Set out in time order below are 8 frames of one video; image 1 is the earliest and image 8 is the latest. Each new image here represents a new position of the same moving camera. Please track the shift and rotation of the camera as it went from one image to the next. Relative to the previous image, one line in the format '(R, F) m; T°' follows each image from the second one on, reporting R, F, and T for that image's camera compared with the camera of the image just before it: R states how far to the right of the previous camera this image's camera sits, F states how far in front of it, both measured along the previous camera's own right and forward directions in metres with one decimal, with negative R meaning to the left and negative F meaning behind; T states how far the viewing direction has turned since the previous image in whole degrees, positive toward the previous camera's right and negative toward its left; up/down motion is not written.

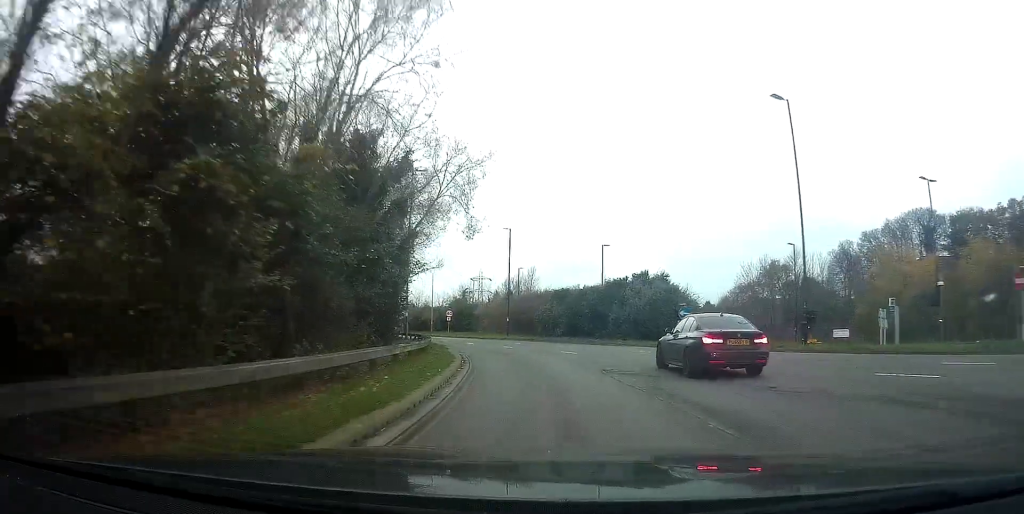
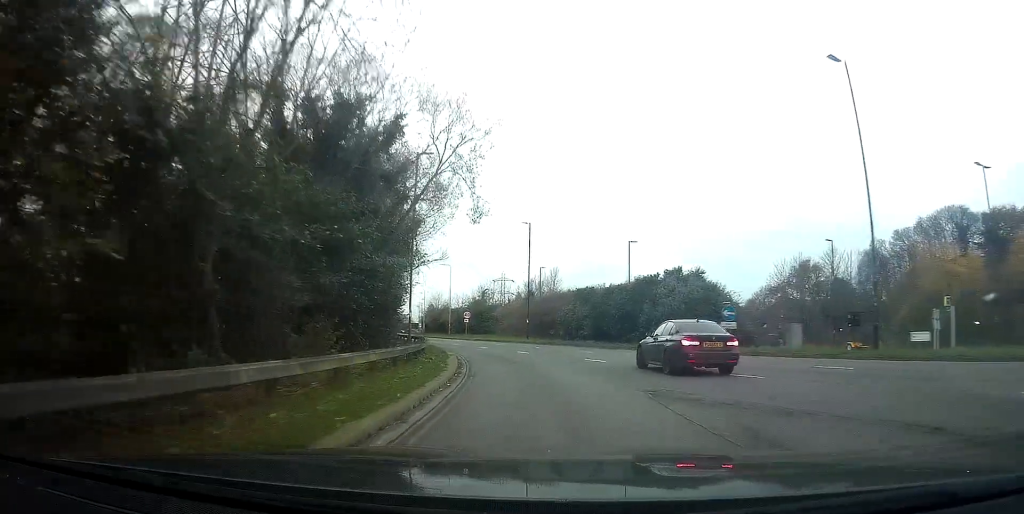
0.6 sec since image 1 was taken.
(+0.1, +4.3) m; -2°
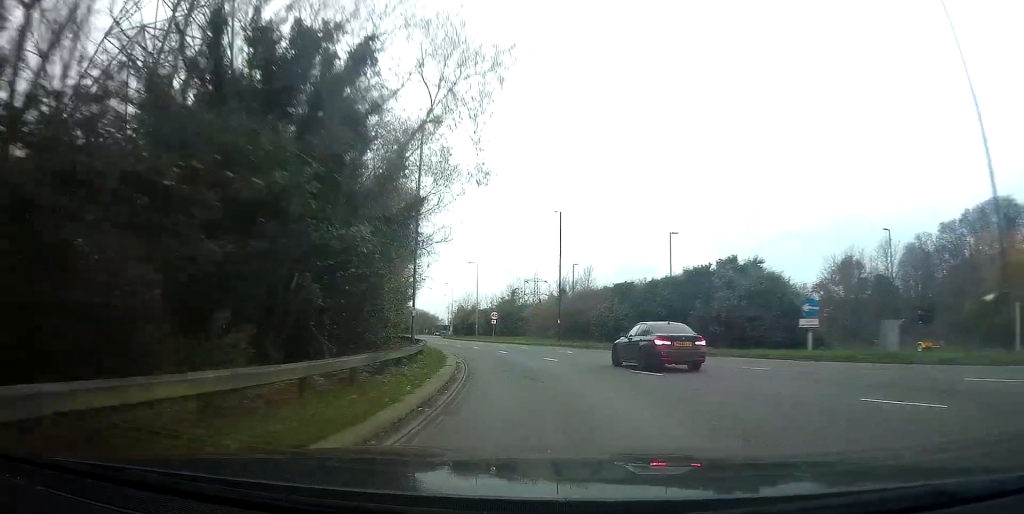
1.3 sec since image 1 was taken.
(-0.1, +5.9) m; -6°
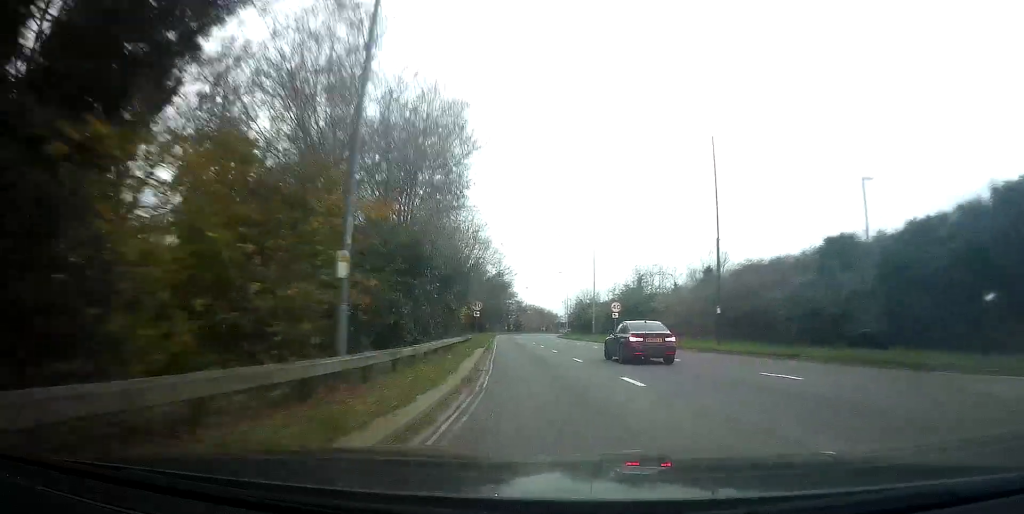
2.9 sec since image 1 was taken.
(-2.8, +17.4) m; -16°
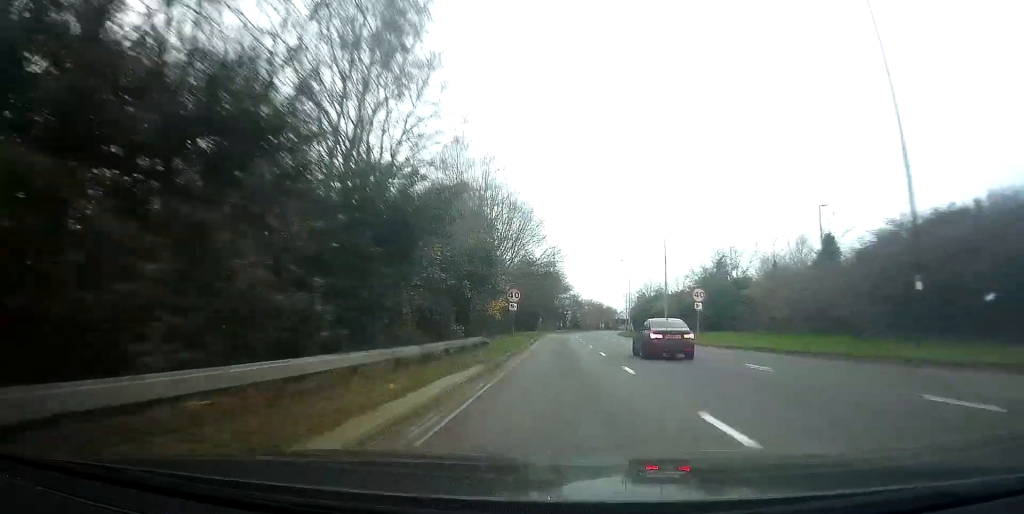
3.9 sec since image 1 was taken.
(-0.8, +13.3) m; -5°
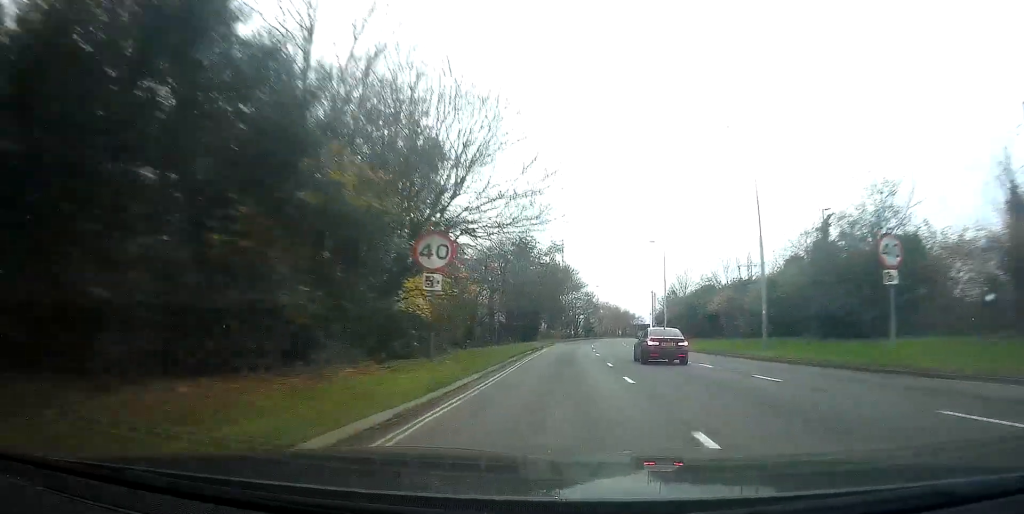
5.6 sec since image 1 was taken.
(-1.3, +25.7) m; -5°
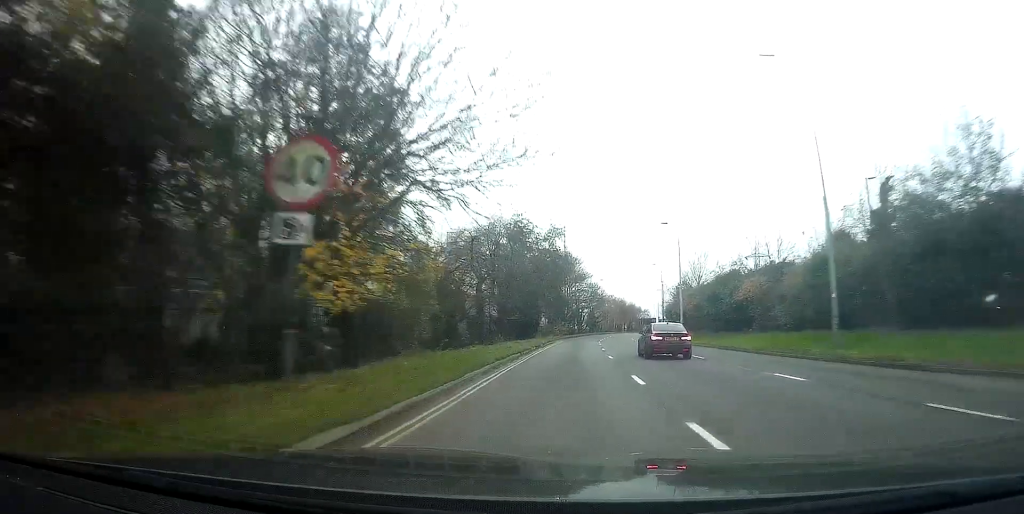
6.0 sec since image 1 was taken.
(0.0, +8.1) m; 0°
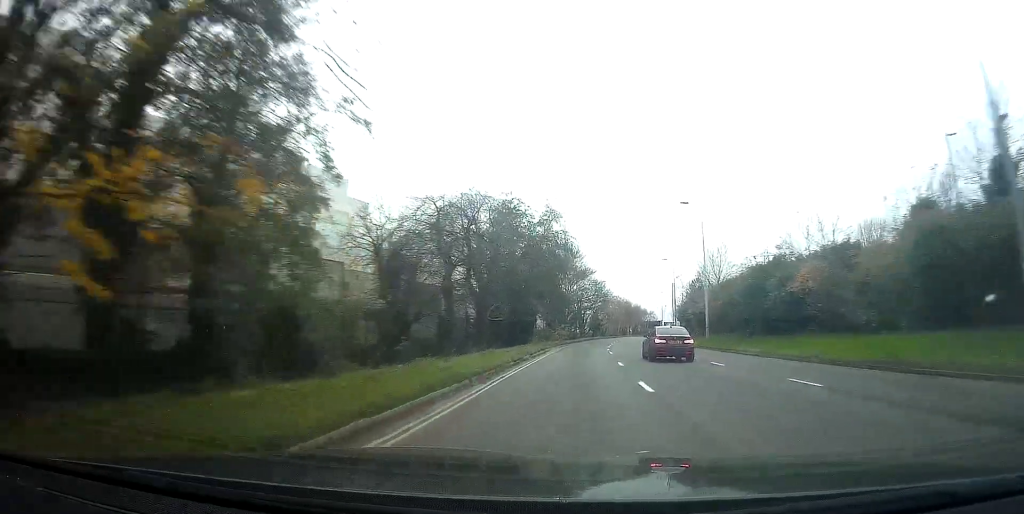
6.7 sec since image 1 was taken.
(0.0, +11.1) m; 0°
